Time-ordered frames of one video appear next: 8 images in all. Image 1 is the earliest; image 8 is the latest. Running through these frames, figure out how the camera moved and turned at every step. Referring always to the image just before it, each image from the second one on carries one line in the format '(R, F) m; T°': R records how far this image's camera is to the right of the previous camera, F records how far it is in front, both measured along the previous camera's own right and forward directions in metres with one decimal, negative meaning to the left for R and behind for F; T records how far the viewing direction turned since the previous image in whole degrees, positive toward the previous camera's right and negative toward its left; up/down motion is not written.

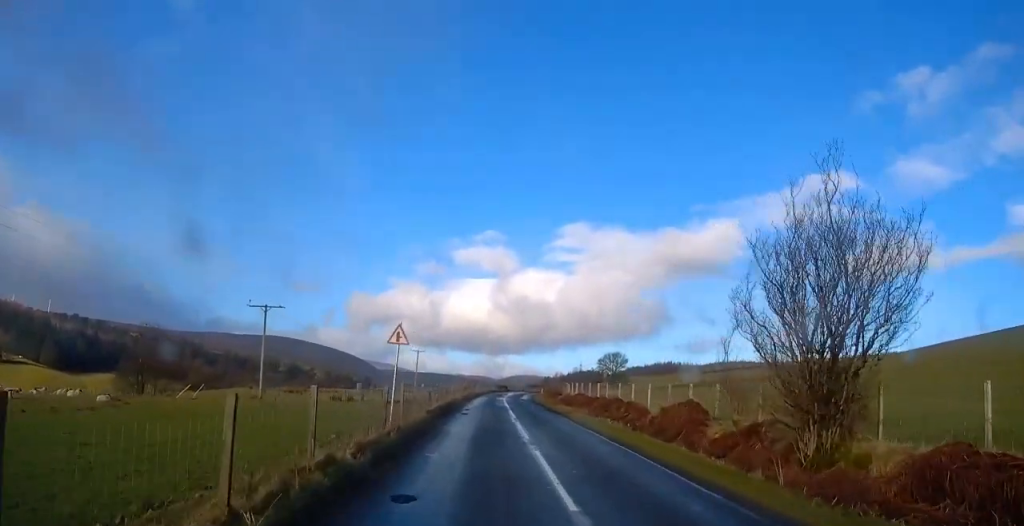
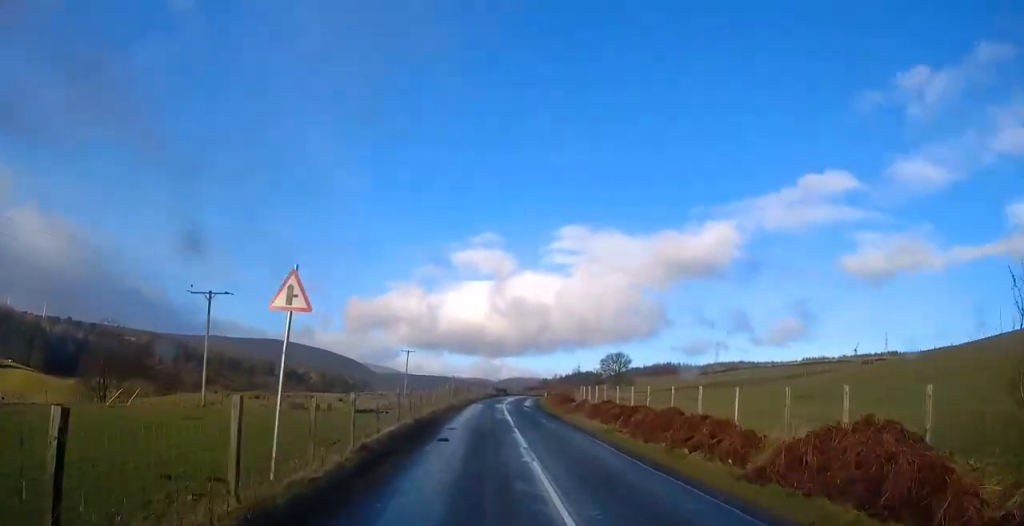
(0.0, +10.3) m; 0°
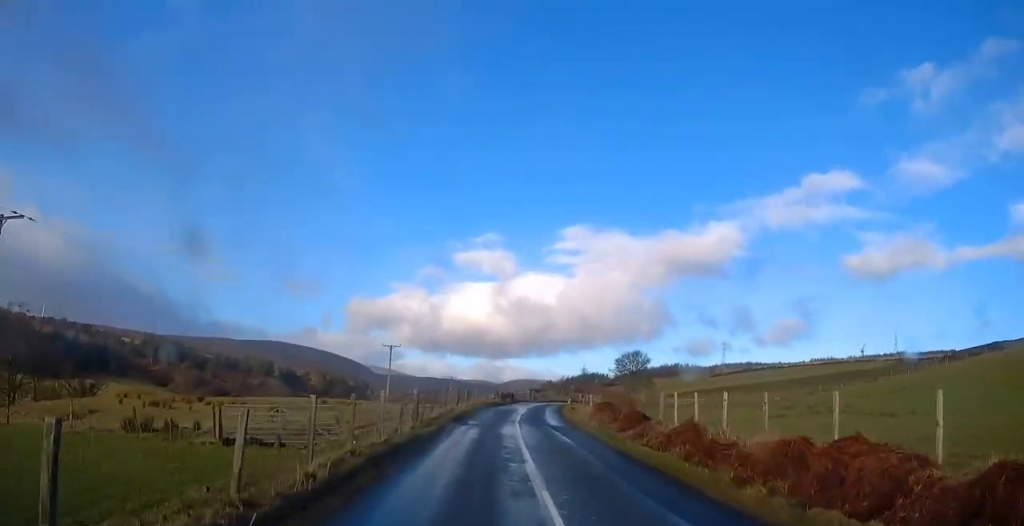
(+0.1, +21.5) m; 0°
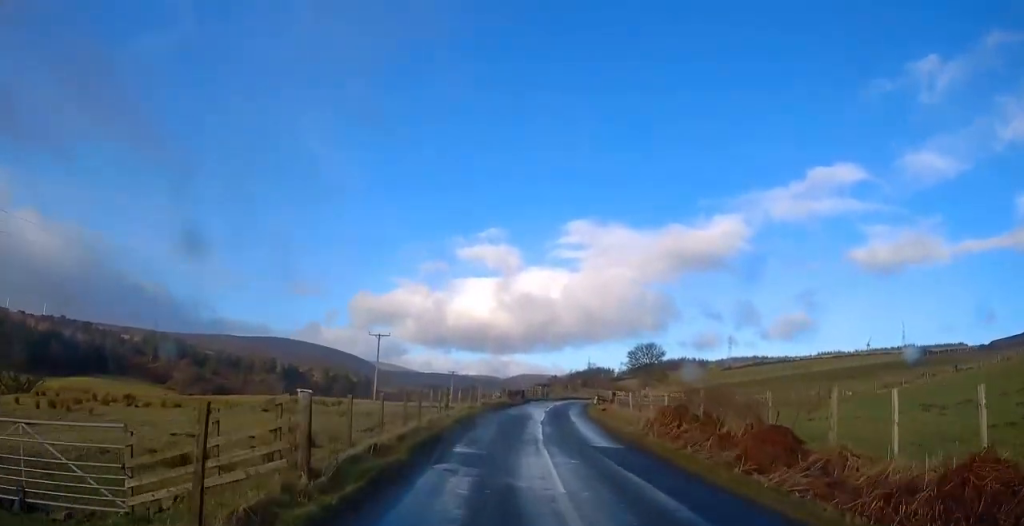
(+0.1, +13.0) m; 0°
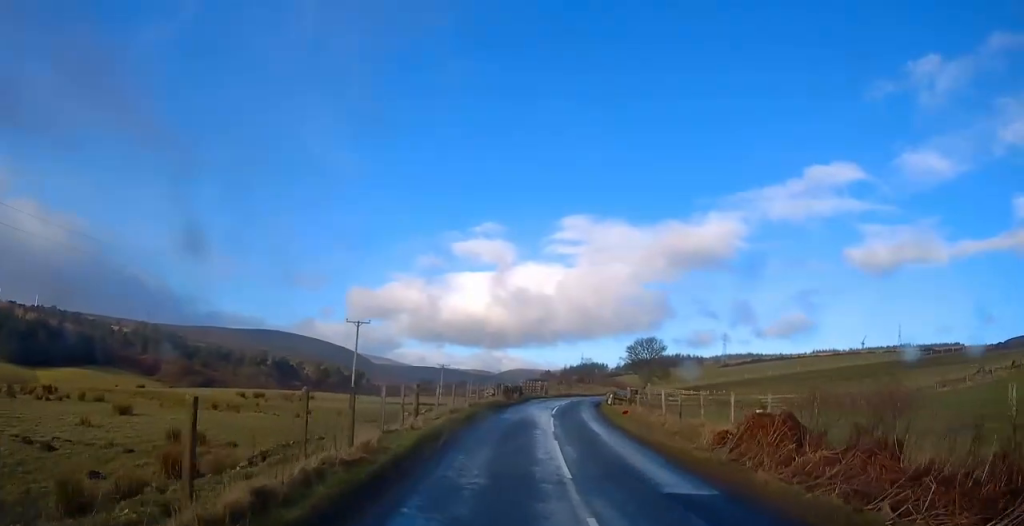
(-0.2, +8.3) m; +1°
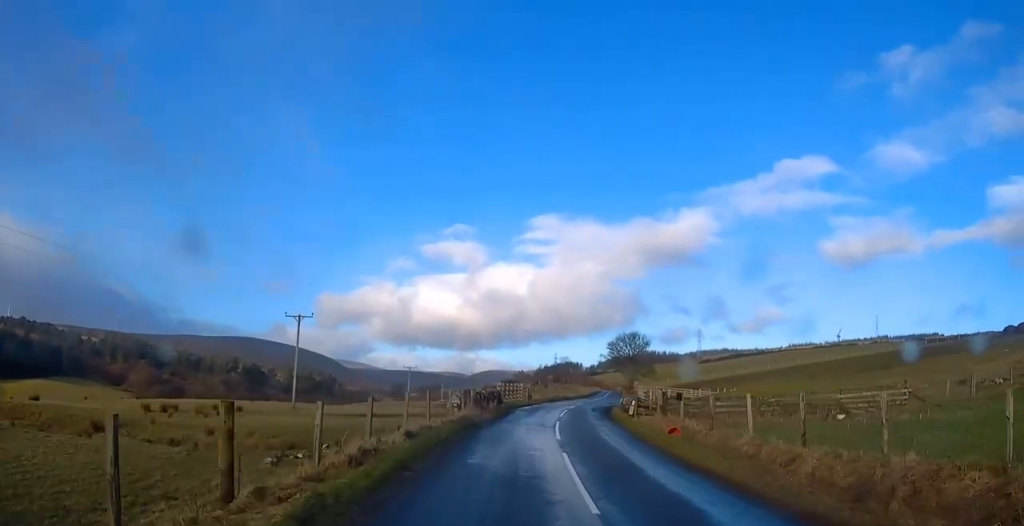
(0.0, +11.7) m; +2°
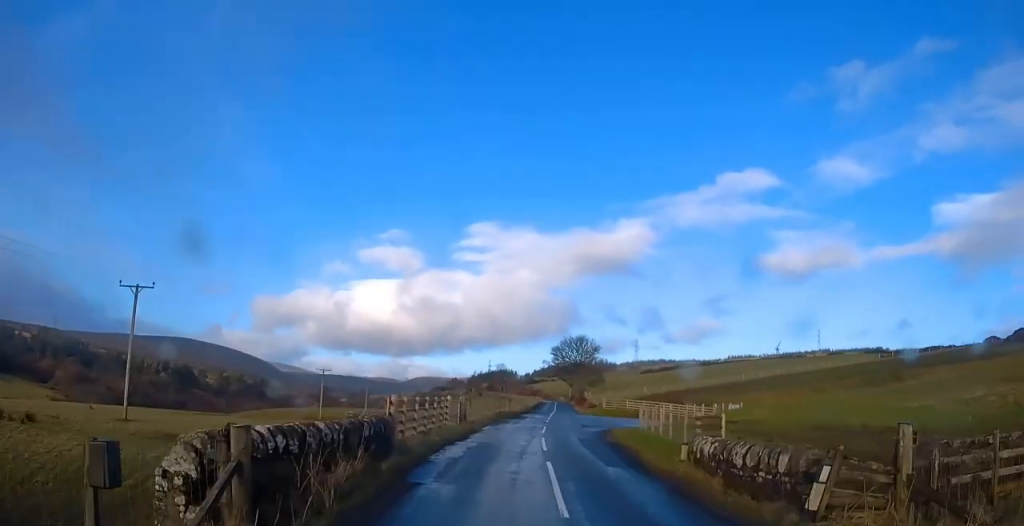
(+0.8, +17.5) m; +5°
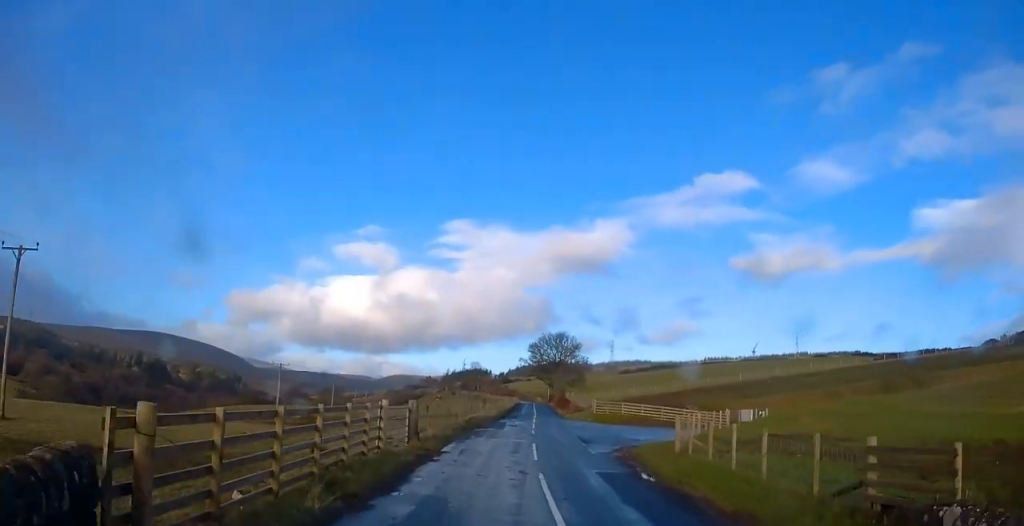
(0.0, +9.0) m; +3°
